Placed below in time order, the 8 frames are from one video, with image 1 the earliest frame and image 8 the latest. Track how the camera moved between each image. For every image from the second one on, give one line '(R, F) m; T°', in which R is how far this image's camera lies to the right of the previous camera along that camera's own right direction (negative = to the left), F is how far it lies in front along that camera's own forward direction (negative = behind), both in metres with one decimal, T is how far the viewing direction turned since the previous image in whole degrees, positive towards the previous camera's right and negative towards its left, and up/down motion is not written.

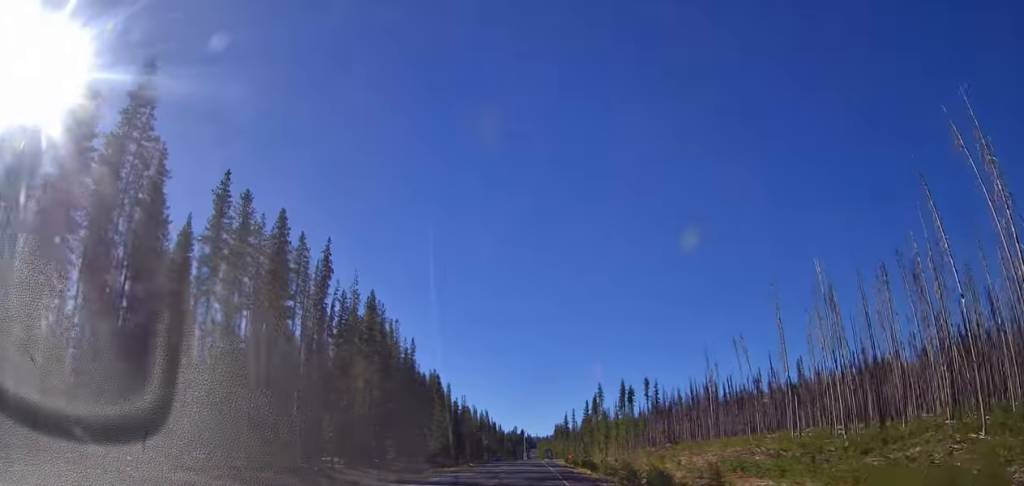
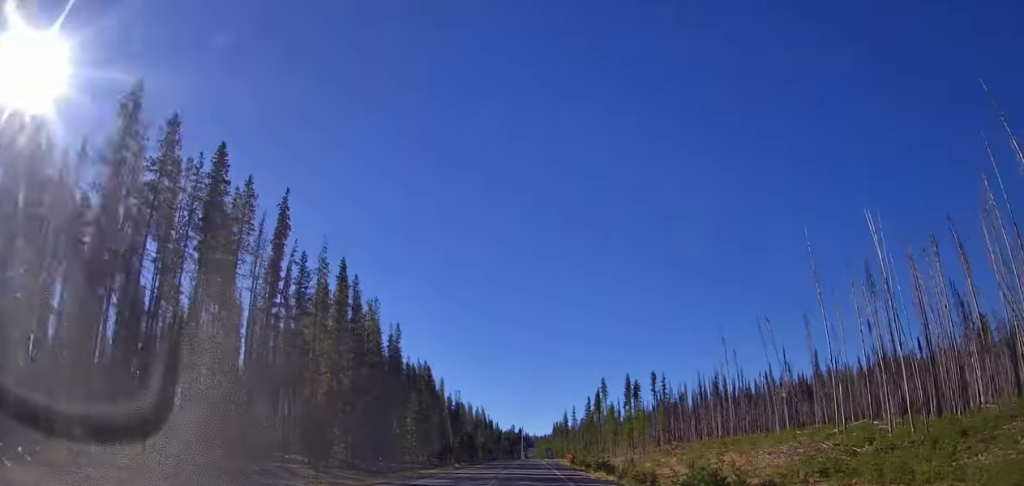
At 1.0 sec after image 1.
(-0.1, +11.7) m; +2°
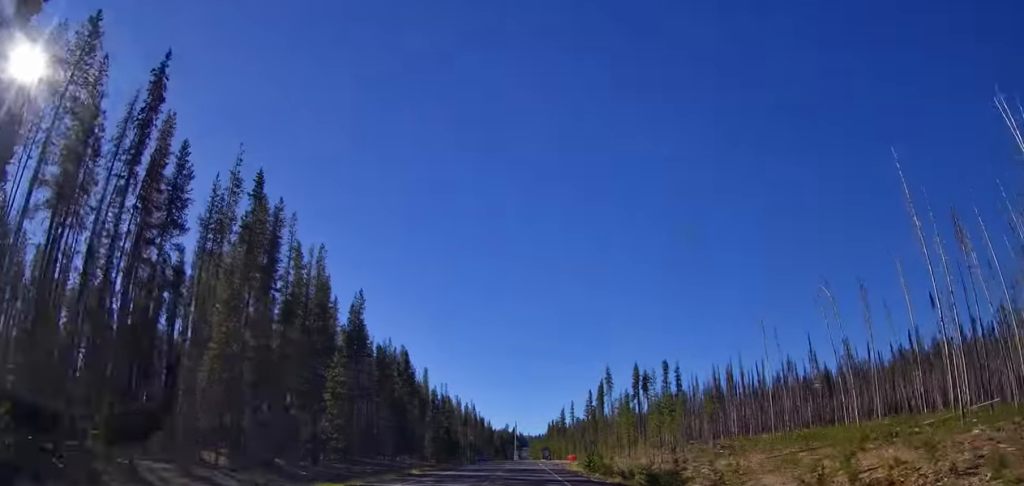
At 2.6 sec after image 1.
(+0.8, +20.1) m; 0°
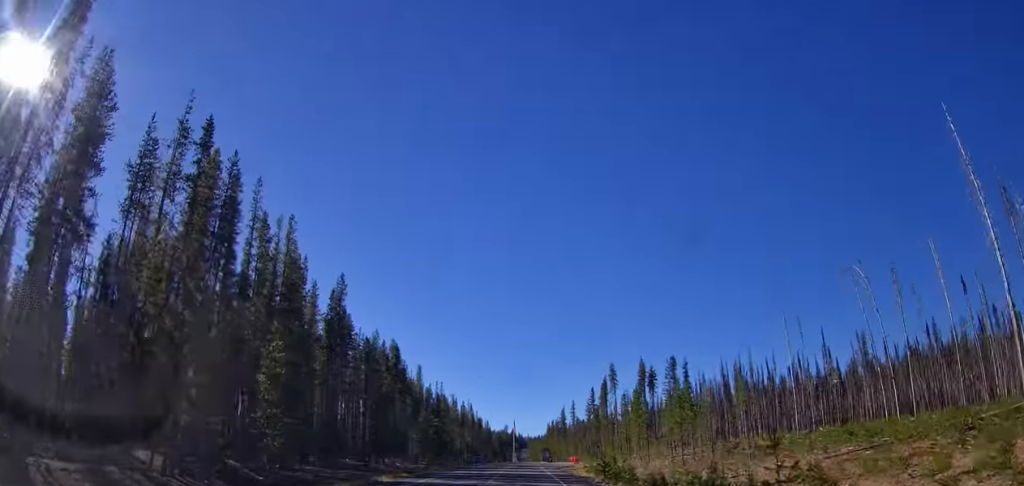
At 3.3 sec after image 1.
(-0.4, +8.3) m; -1°
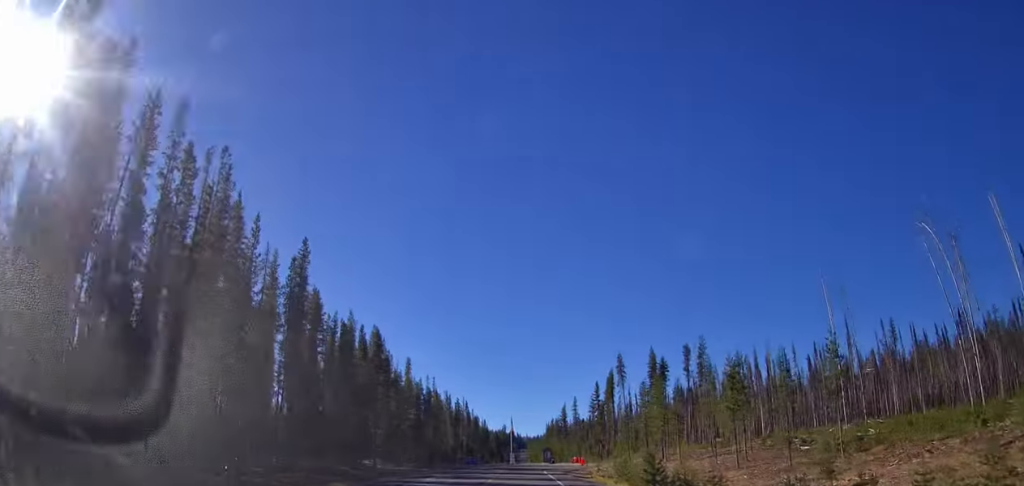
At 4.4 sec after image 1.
(0.0, +13.1) m; +1°
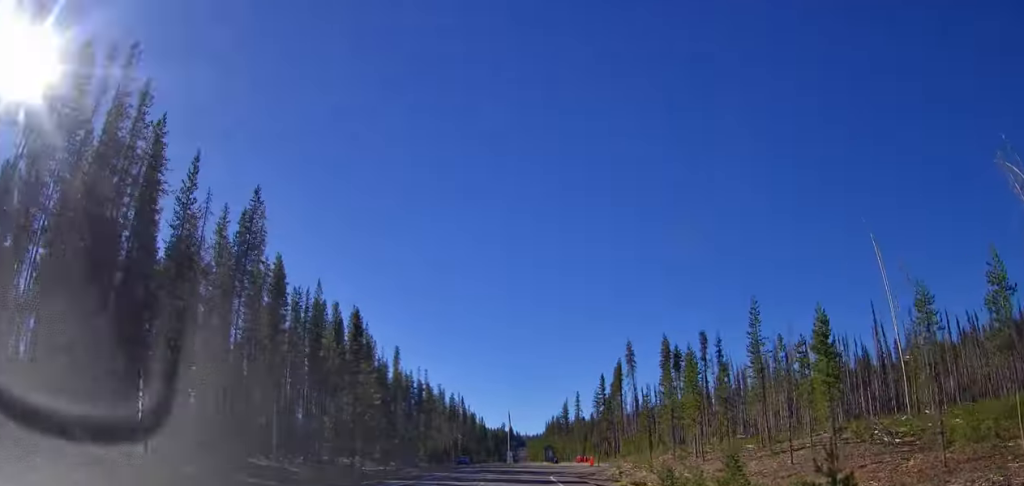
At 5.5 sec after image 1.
(+0.2, +12.1) m; -1°
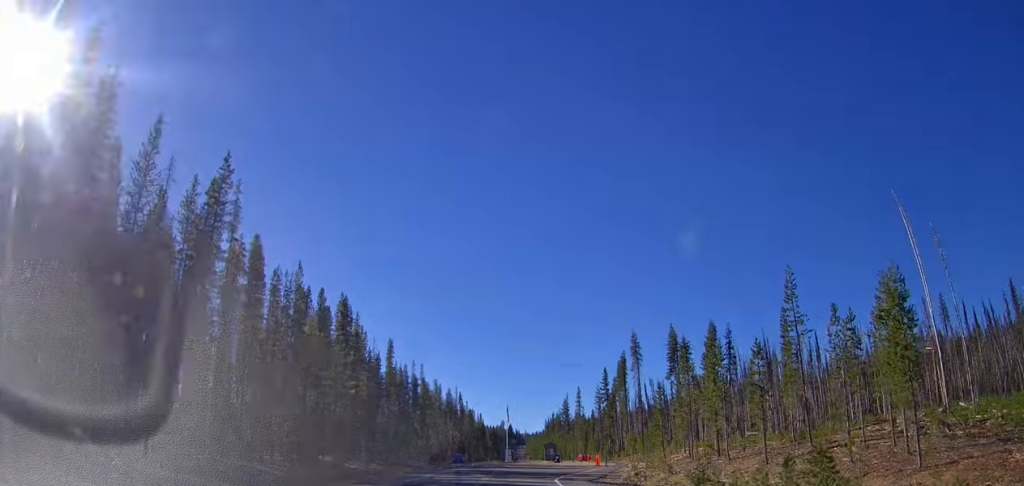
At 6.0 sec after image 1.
(0.0, +5.8) m; 0°
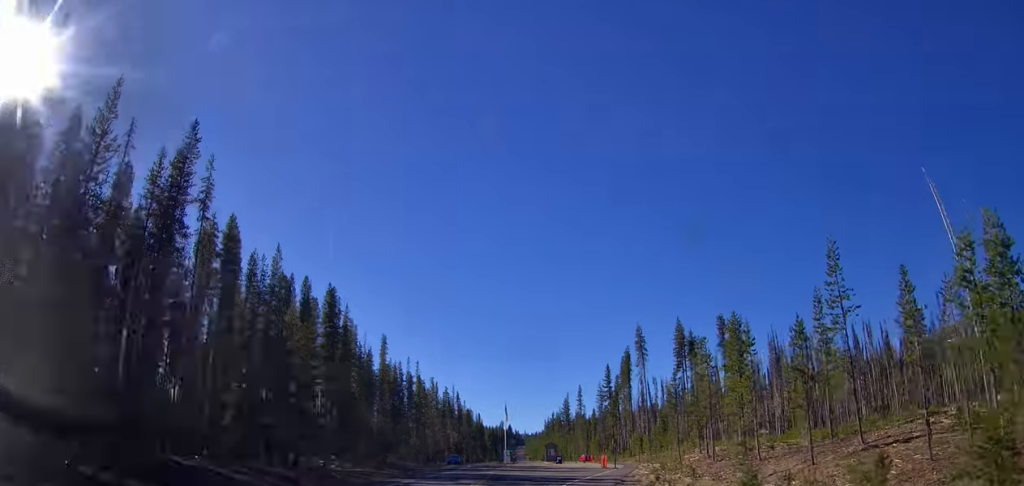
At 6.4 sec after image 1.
(-0.2, +5.4) m; 0°
